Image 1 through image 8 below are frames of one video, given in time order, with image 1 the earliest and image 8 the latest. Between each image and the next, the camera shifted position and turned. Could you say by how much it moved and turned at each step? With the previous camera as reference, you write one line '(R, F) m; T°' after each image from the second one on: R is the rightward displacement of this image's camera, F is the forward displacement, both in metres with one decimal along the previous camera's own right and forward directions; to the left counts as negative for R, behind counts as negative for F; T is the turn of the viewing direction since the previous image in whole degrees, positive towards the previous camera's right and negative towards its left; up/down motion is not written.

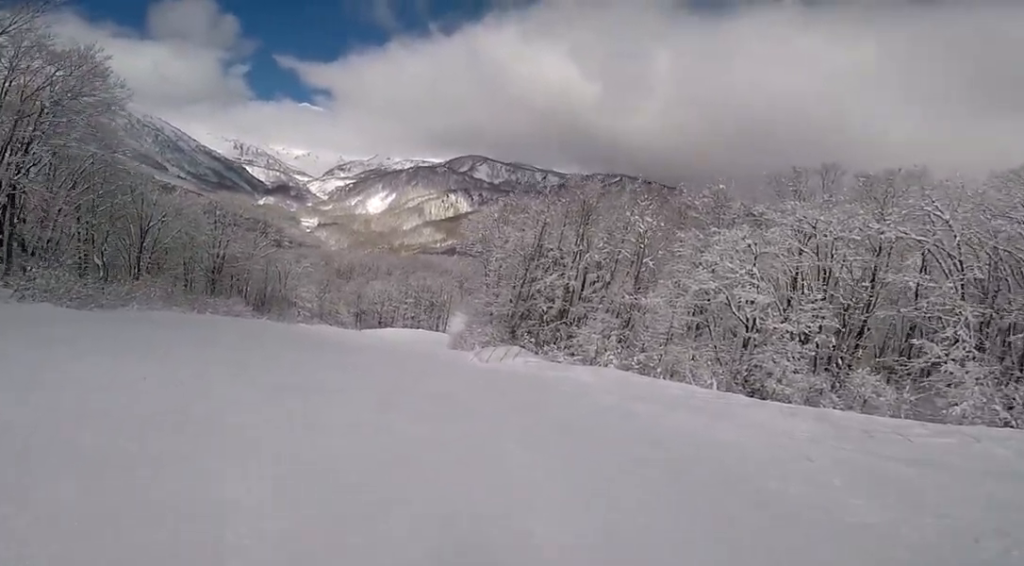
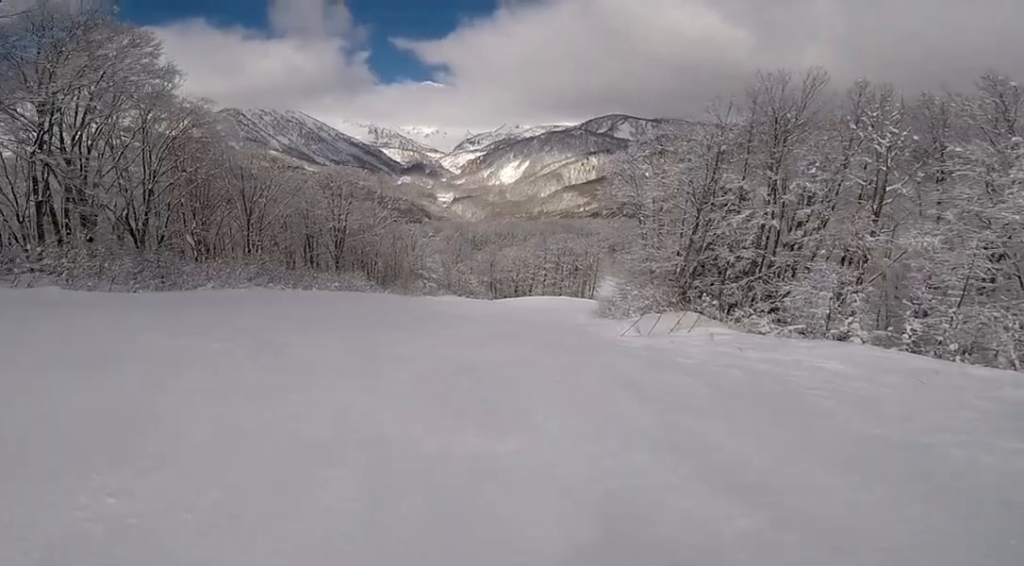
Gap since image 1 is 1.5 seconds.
(-2.9, +5.9) m; -45°
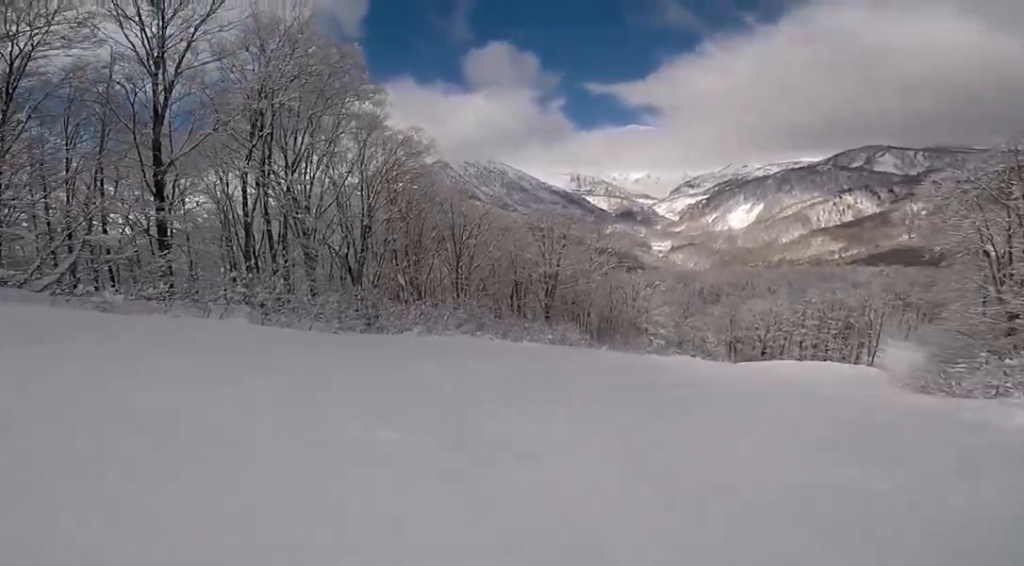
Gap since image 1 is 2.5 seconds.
(-1.0, +5.0) m; -11°
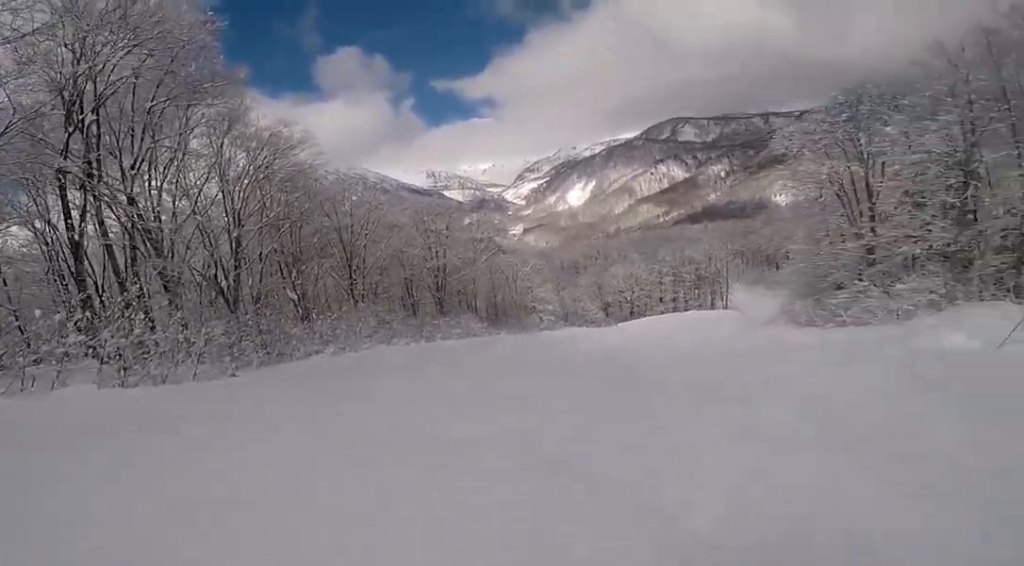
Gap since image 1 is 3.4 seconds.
(0.0, +4.3) m; +10°
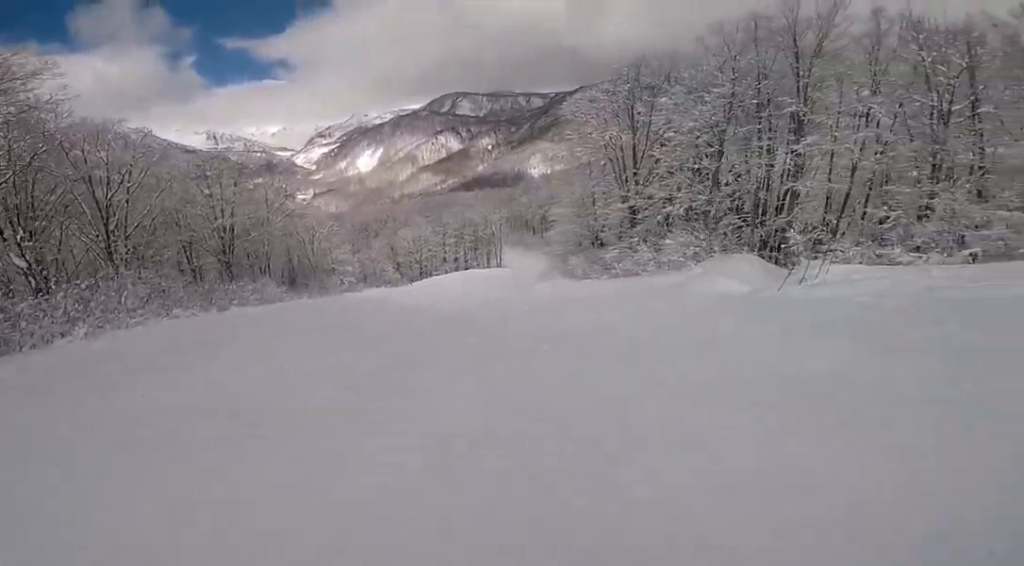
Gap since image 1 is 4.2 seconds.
(0.0, +3.1) m; +23°
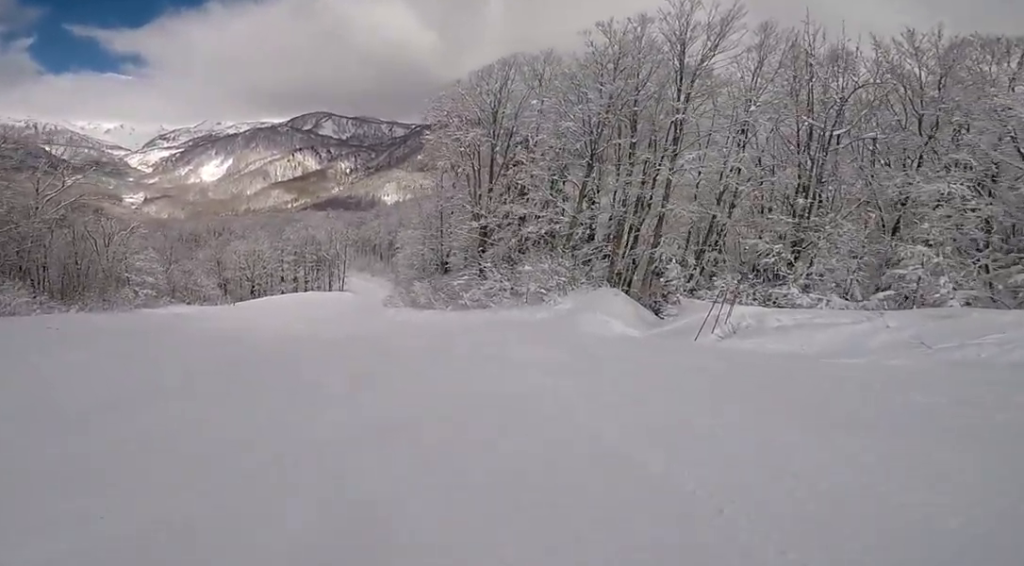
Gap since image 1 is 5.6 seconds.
(+2.9, +6.6) m; +25°
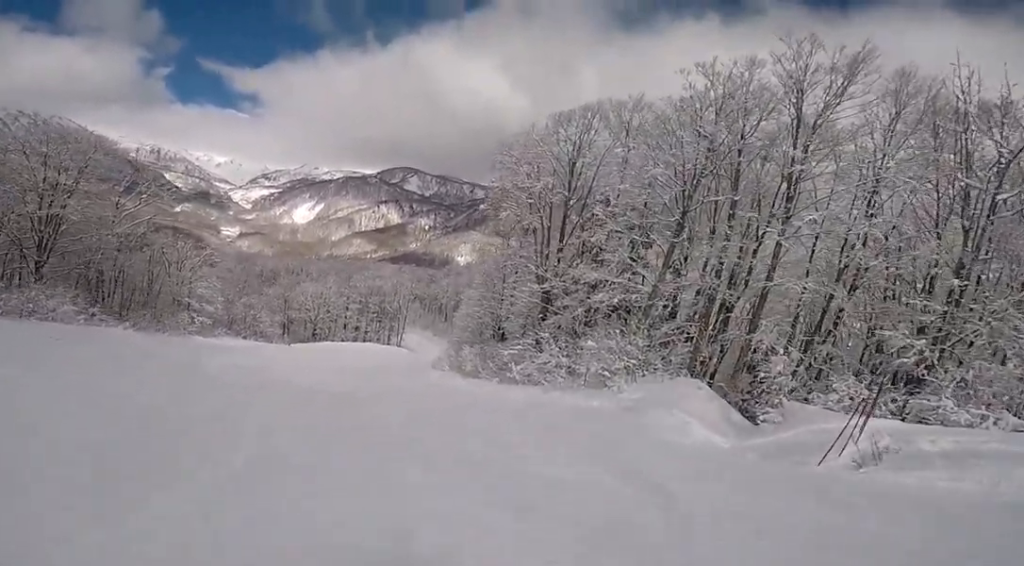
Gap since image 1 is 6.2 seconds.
(+0.3, +3.2) m; -2°
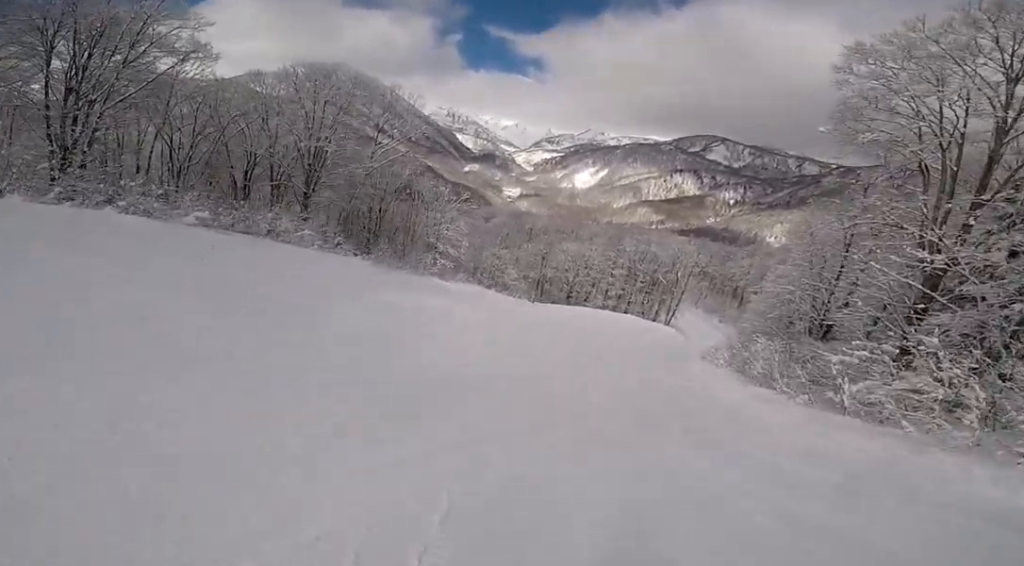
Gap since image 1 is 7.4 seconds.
(-1.4, +6.3) m; -30°
